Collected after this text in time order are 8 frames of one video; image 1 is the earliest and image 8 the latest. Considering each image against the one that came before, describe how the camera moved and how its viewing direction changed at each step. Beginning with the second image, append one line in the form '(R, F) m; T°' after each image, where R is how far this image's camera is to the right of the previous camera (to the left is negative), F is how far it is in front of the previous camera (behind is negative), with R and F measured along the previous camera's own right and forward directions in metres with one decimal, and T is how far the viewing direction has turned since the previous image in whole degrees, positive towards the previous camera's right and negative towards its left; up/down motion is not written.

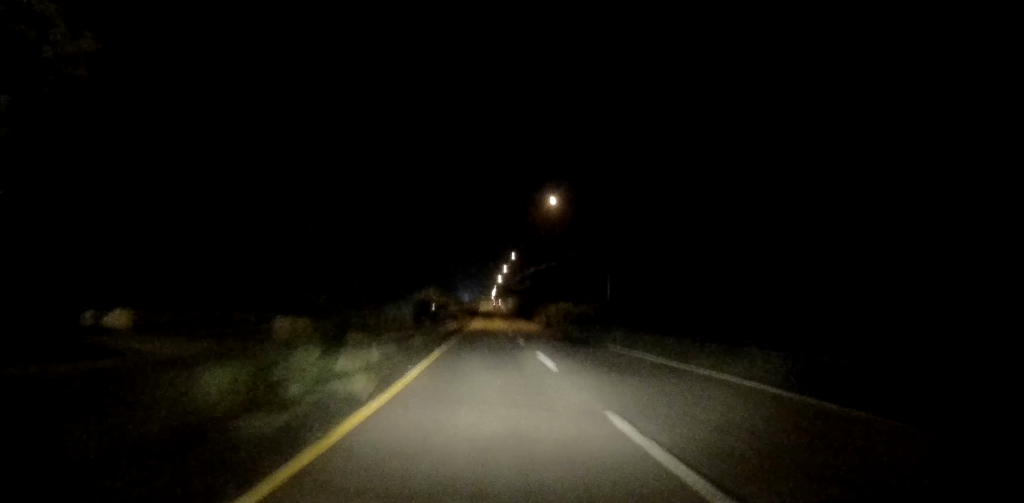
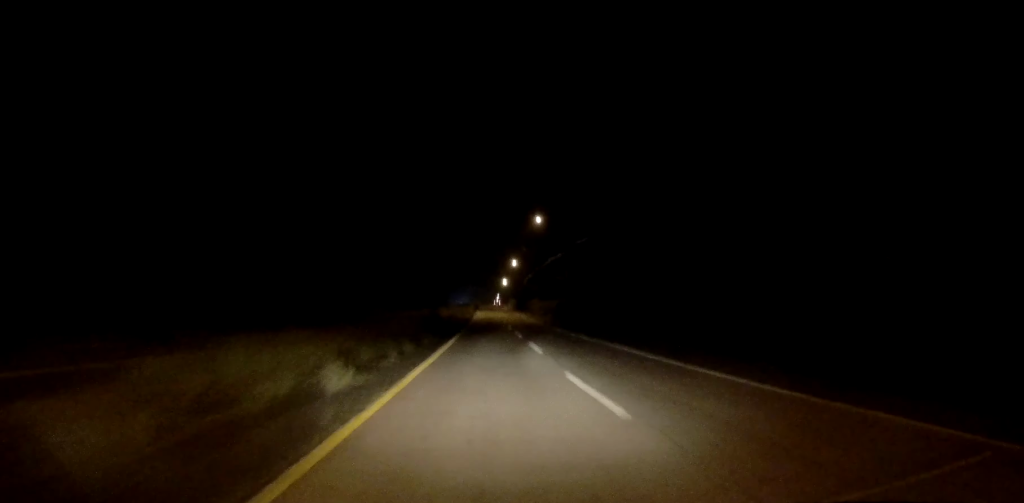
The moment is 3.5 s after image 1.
(+0.5, +77.1) m; +1°
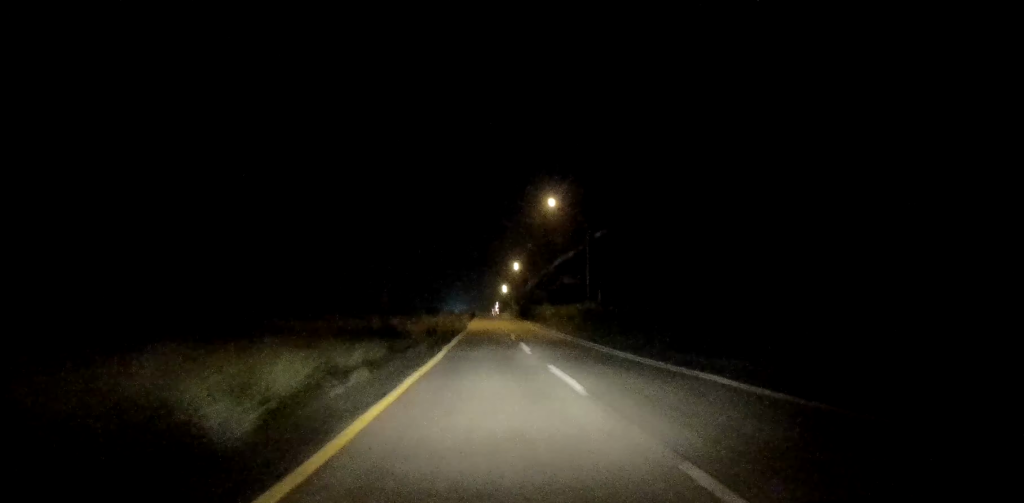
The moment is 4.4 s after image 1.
(+0.2, +20.0) m; 0°
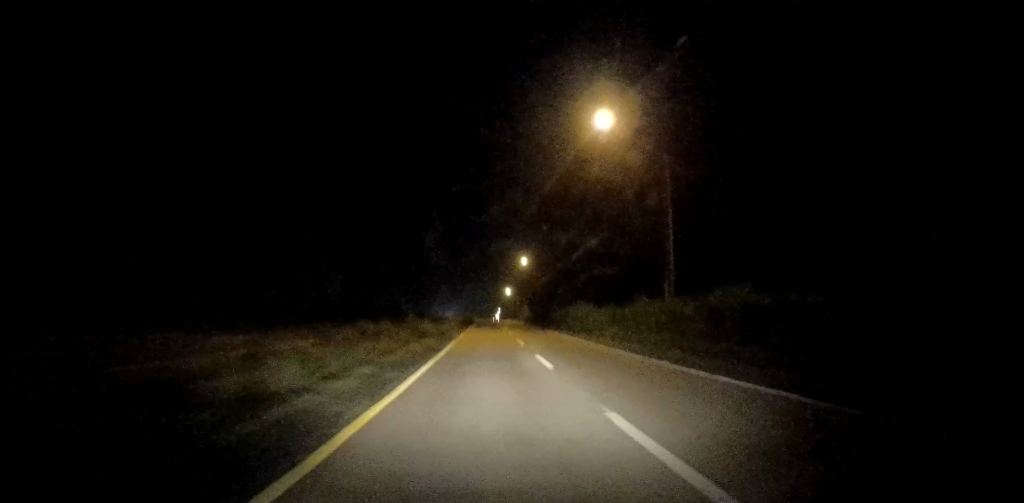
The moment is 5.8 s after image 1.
(-0.3, +30.6) m; 0°
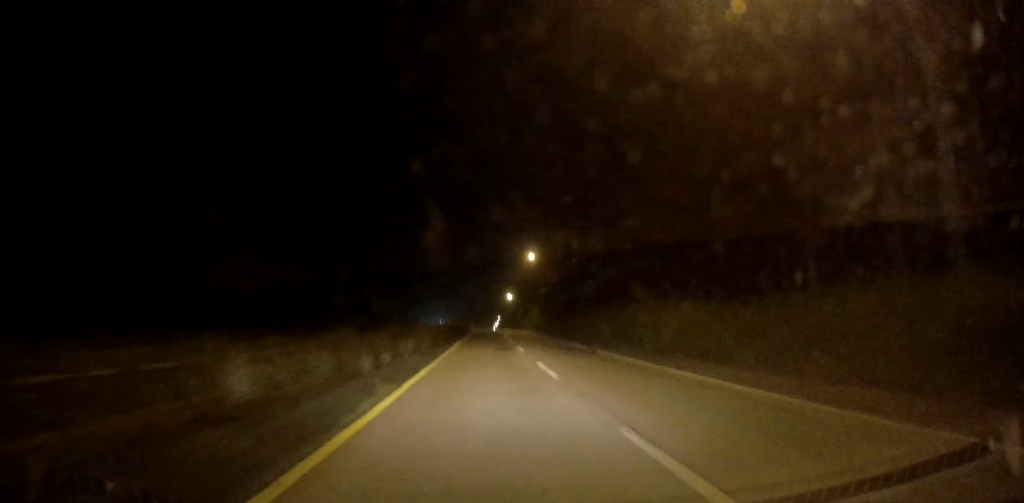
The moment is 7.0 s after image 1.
(-0.1, +25.0) m; 0°
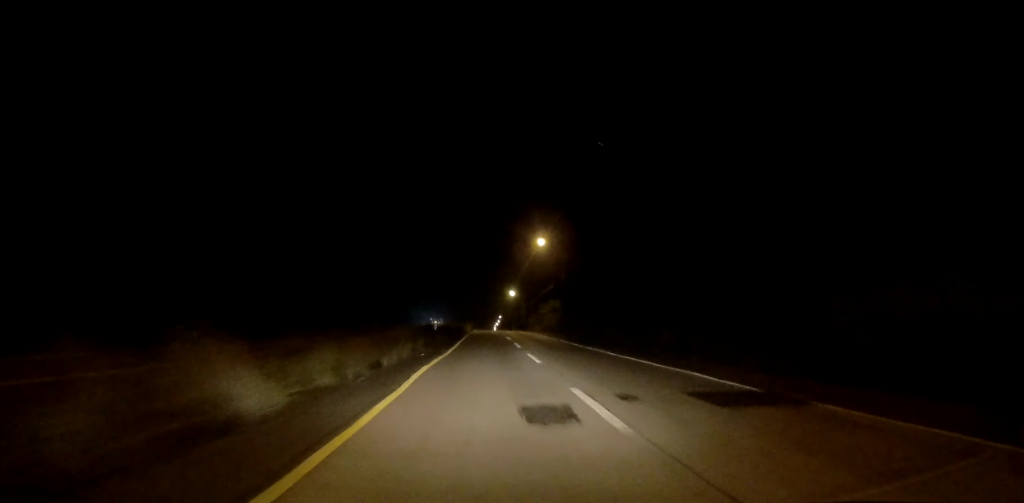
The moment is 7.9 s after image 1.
(-0.1, +19.5) m; 0°
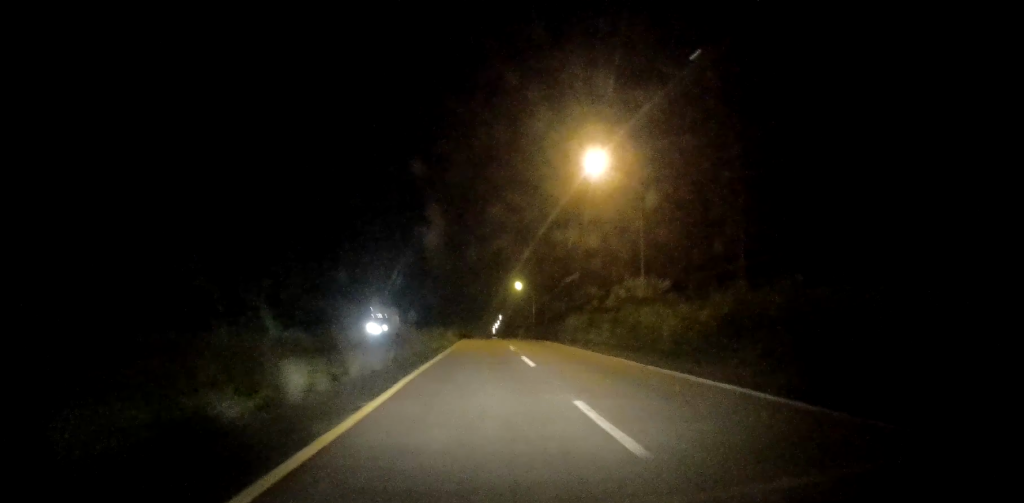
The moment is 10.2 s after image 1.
(+0.4, +47.4) m; +1°
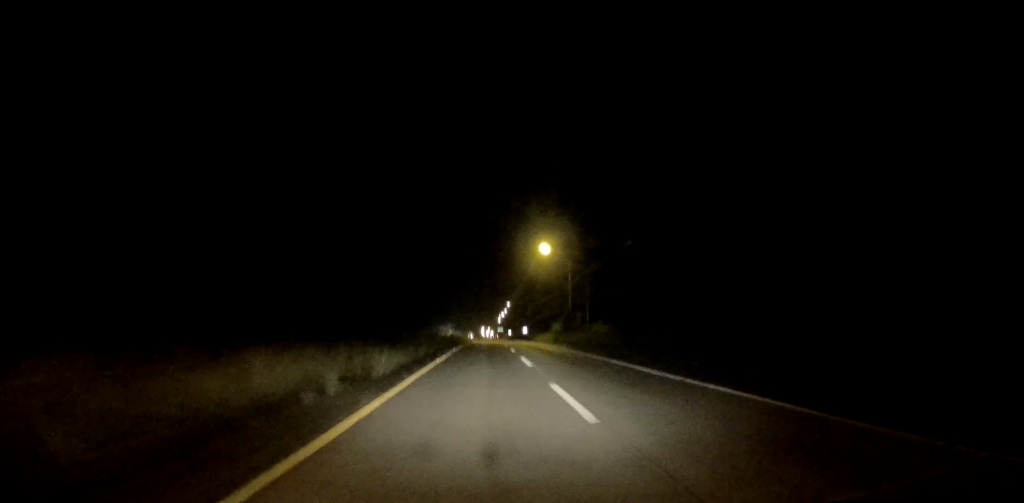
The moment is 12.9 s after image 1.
(-0.1, +55.8) m; -1°
